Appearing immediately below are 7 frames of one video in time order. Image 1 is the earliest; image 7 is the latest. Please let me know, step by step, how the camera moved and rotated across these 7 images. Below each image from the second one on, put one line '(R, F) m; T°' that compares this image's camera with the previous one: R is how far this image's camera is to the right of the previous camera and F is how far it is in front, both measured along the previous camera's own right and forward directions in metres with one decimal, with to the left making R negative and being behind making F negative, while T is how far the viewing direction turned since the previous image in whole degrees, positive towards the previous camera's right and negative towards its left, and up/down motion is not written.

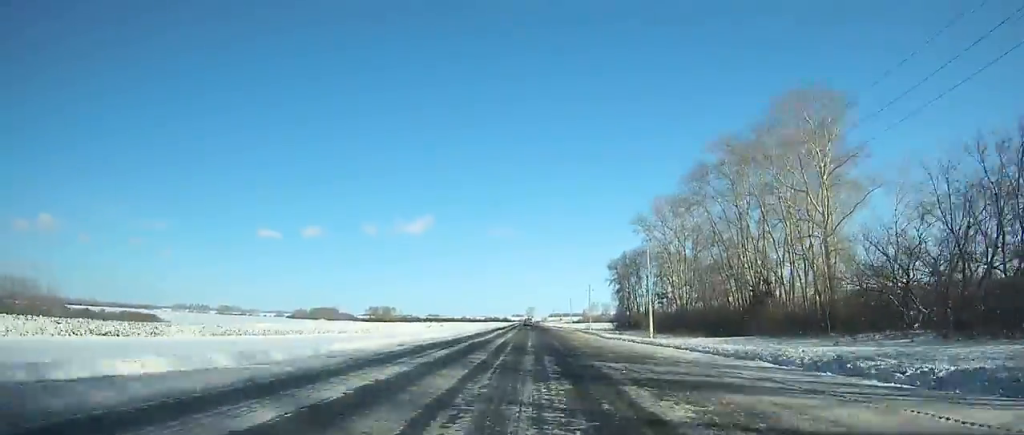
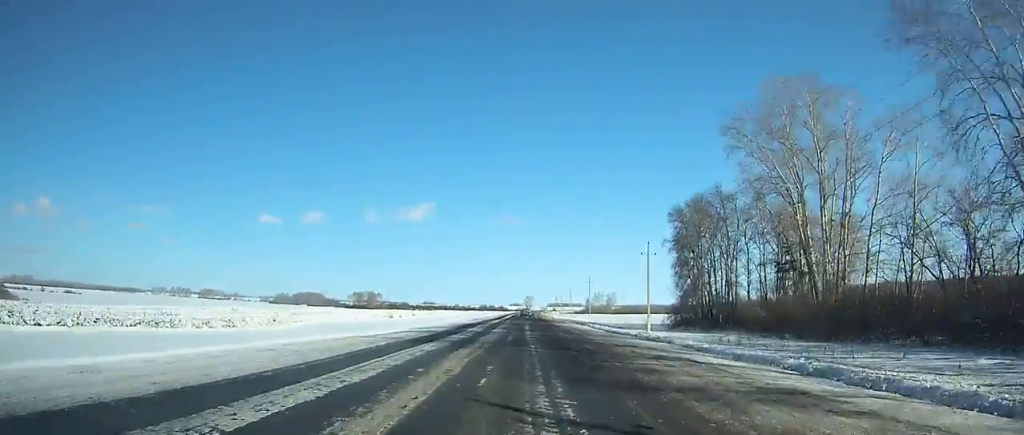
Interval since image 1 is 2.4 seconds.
(-0.2, +54.8) m; 0°
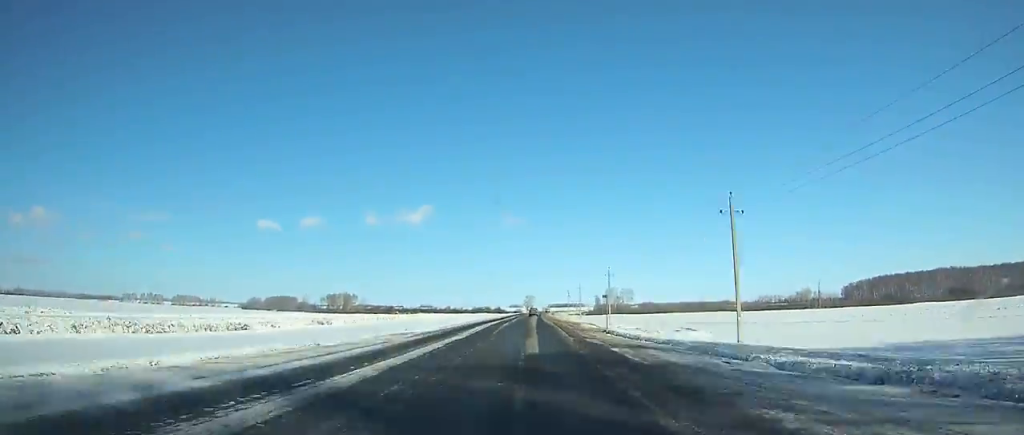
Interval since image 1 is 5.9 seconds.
(0.0, +80.2) m; 0°
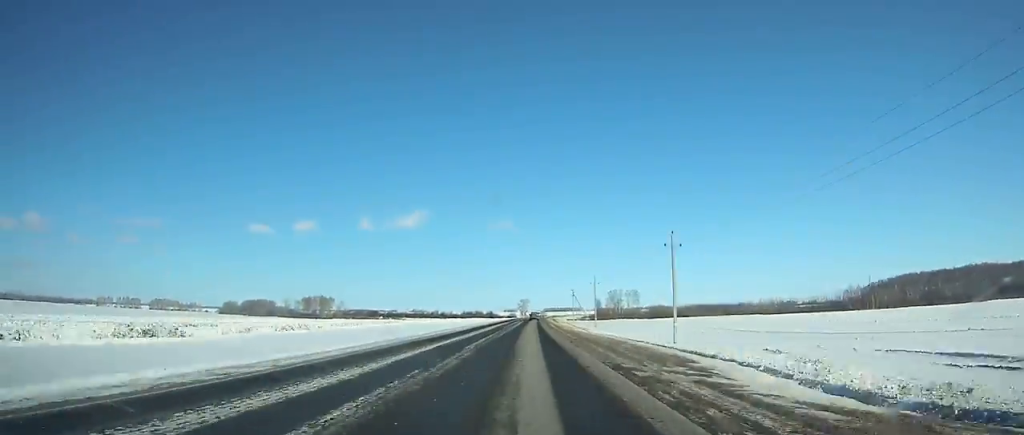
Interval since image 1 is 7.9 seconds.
(+0.2, +46.0) m; 0°
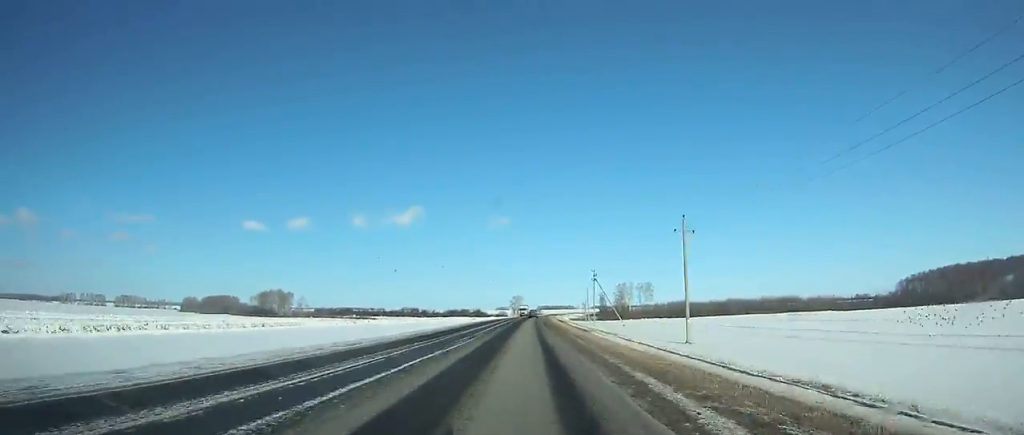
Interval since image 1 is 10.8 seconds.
(+0.3, +67.2) m; 0°
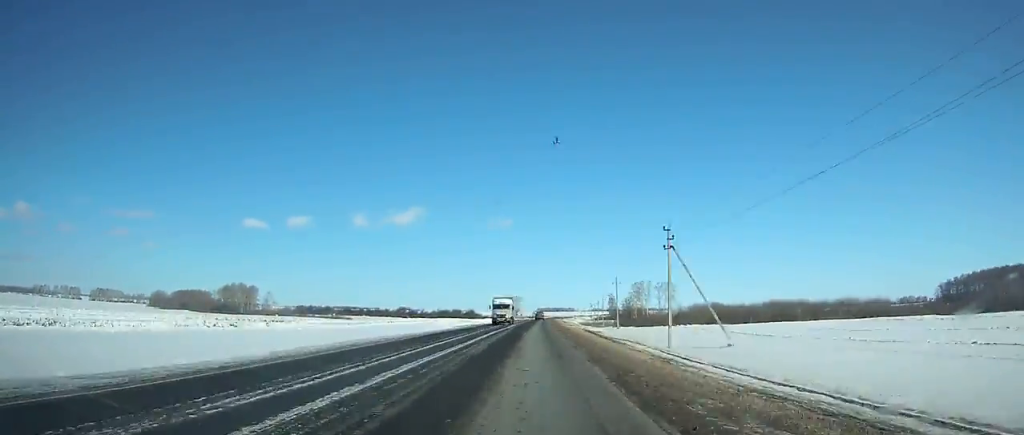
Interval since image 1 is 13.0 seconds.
(-0.1, +51.4) m; 0°
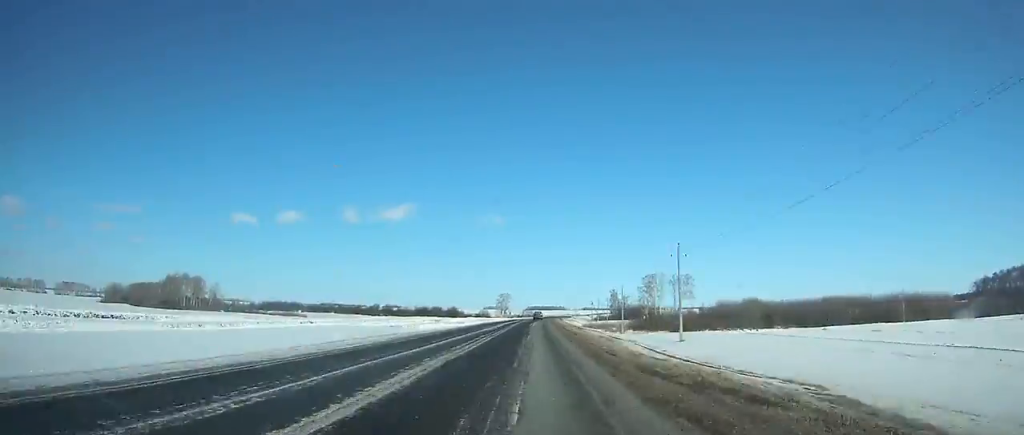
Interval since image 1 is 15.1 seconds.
(+0.1, +49.9) m; +1°
